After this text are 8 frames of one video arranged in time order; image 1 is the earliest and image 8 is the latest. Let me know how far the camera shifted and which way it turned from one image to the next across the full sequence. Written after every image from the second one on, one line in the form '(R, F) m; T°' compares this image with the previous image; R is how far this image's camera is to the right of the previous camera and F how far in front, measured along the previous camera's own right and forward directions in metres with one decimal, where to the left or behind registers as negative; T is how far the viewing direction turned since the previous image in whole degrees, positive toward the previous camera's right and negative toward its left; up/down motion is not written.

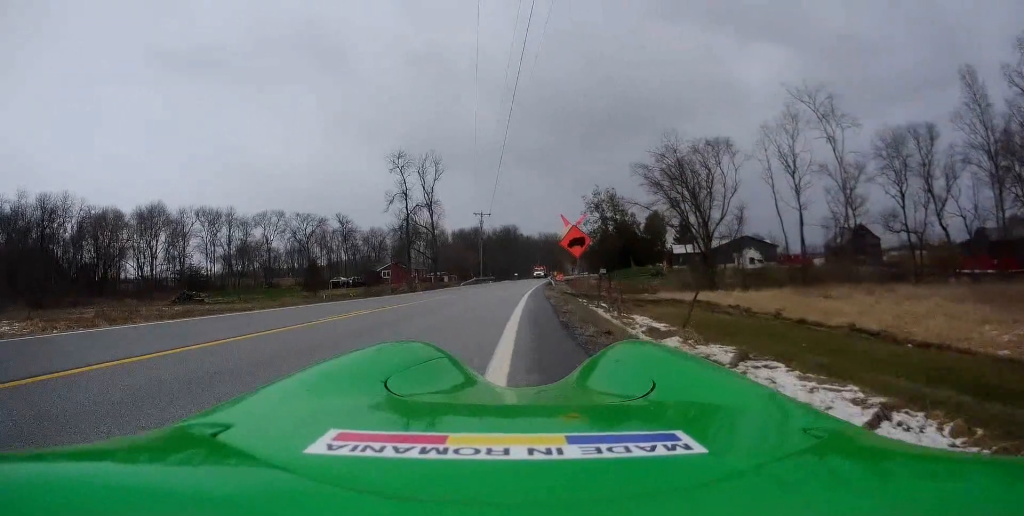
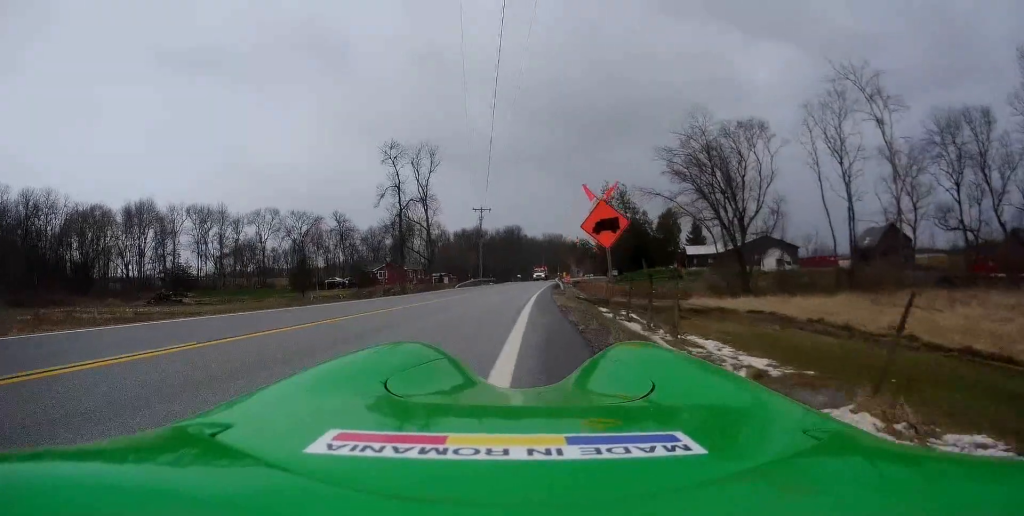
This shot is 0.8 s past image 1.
(-0.1, +7.7) m; 0°
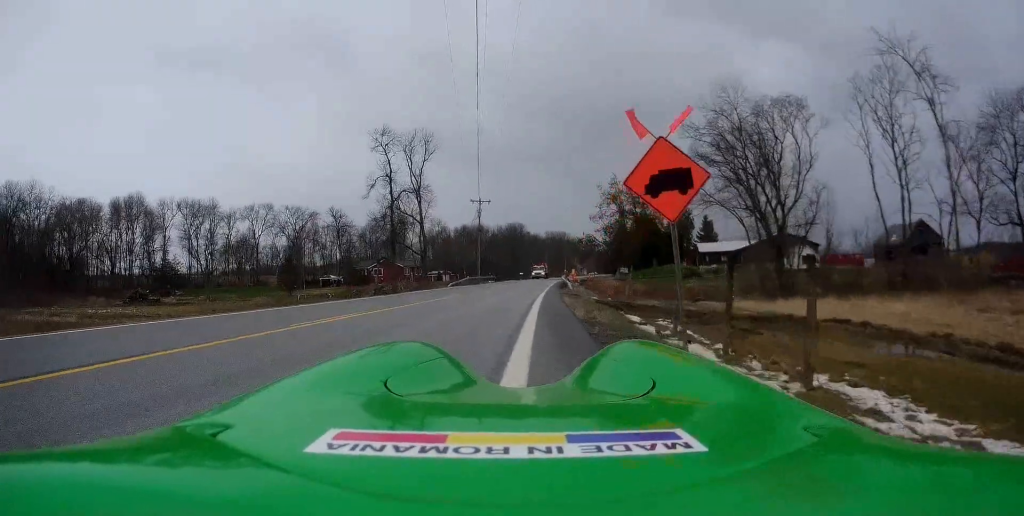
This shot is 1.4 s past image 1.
(-0.1, +6.4) m; 0°
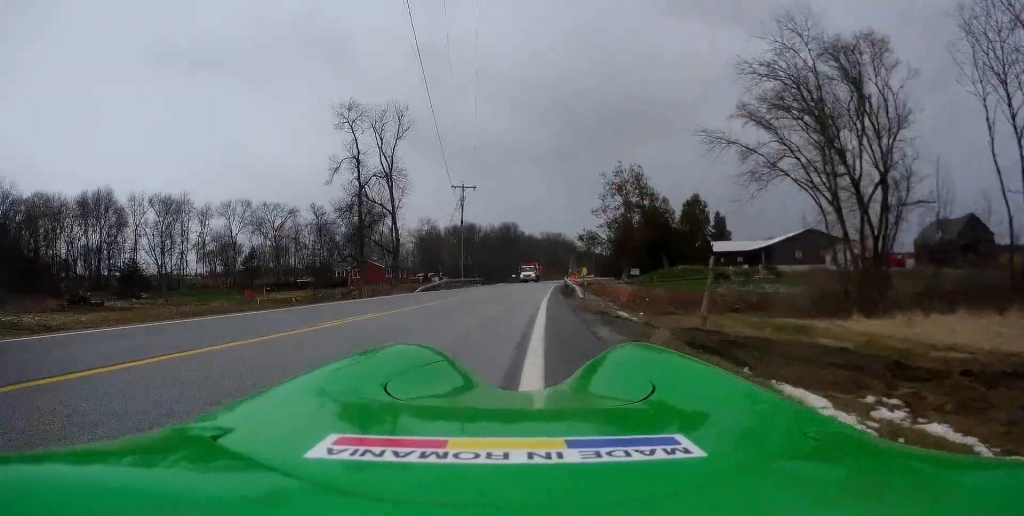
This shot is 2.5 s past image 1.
(+0.2, +11.4) m; 0°
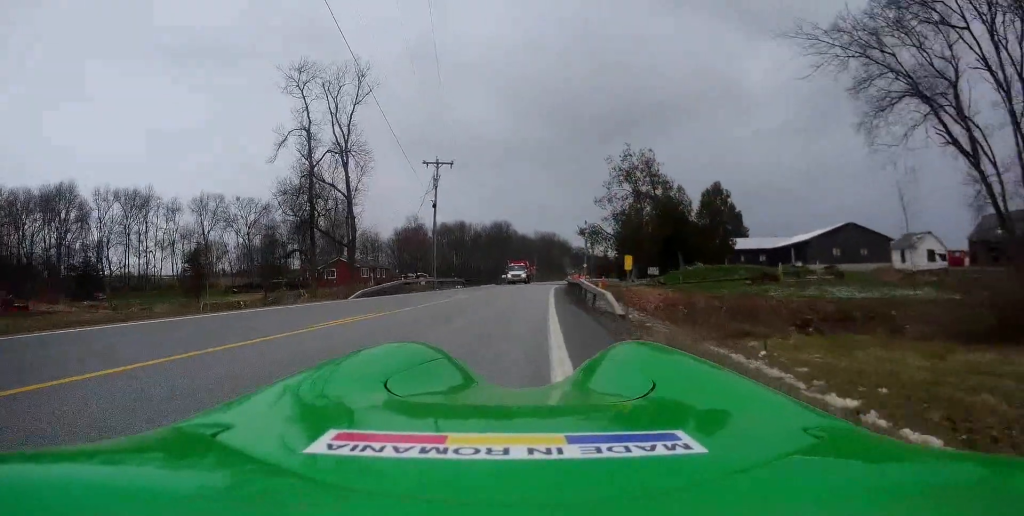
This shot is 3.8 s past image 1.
(-0.1, +12.5) m; 0°
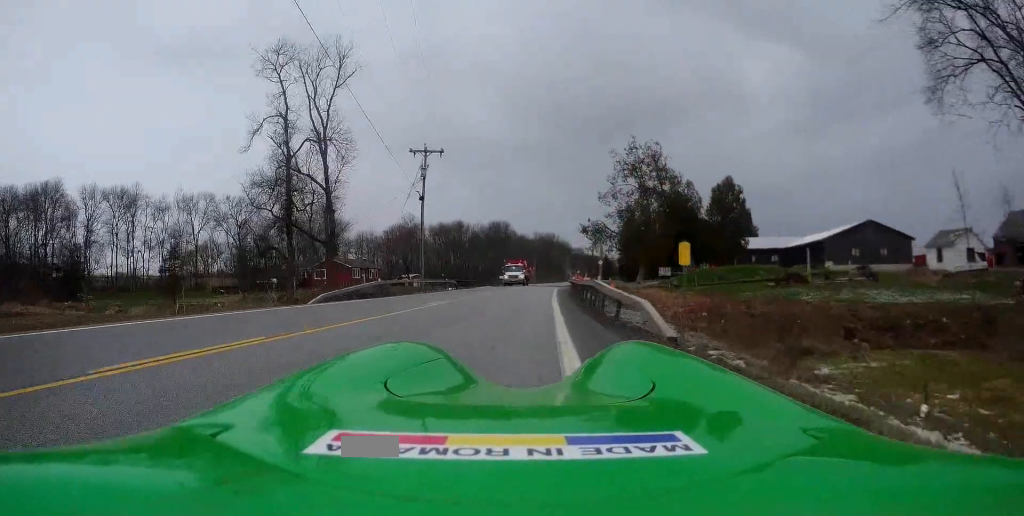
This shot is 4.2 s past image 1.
(+0.1, +4.6) m; 0°
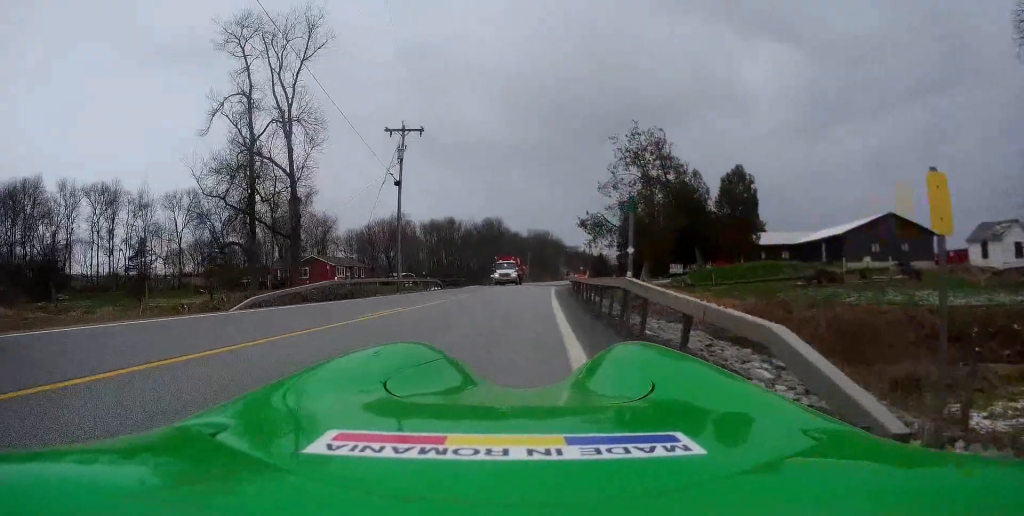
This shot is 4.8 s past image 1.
(-0.1, +5.4) m; 0°
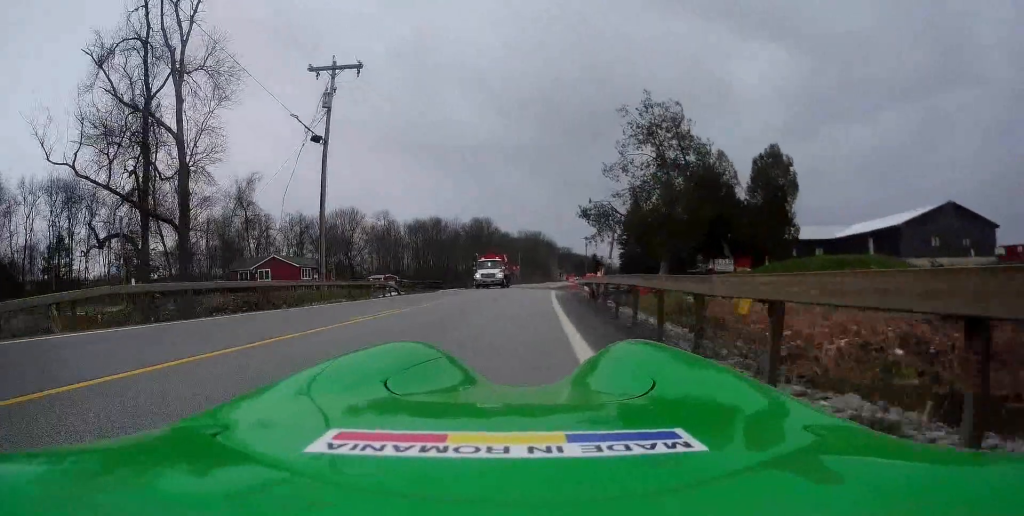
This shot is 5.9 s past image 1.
(+0.2, +11.7) m; +2°
